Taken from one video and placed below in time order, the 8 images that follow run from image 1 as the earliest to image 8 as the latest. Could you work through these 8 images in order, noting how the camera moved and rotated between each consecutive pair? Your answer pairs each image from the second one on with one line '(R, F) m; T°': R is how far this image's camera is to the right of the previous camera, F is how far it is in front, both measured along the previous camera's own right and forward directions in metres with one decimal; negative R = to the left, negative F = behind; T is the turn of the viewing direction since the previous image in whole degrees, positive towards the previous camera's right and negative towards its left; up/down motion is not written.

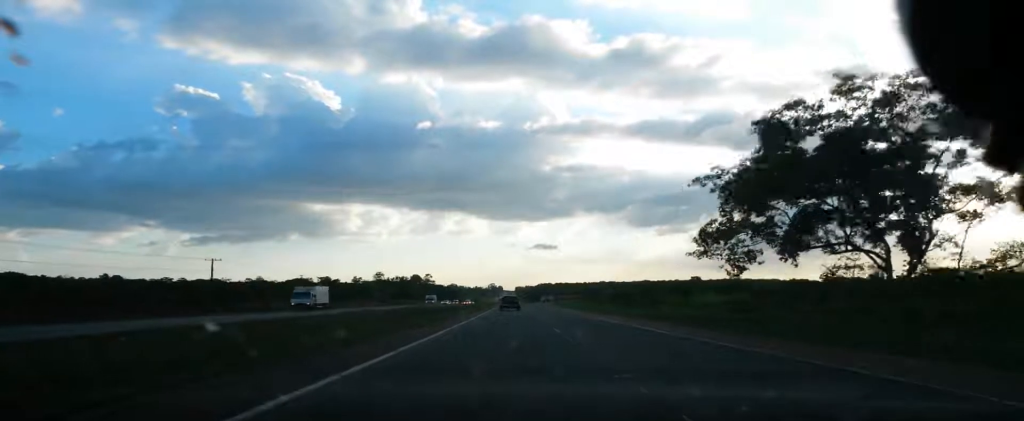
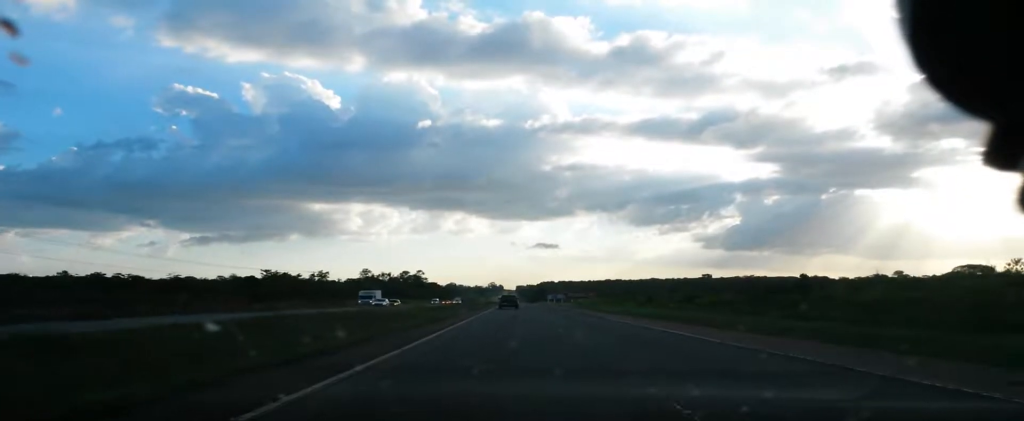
(-2.3, +52.5) m; -2°
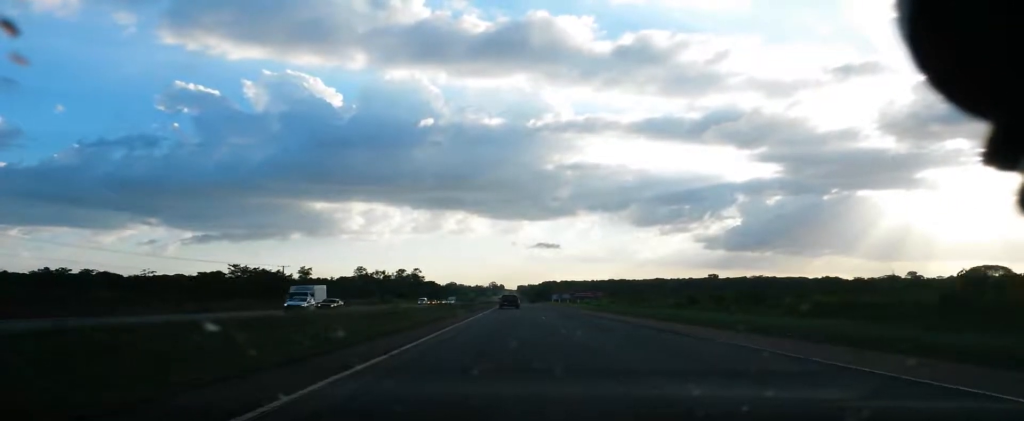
(+0.1, +20.5) m; 0°
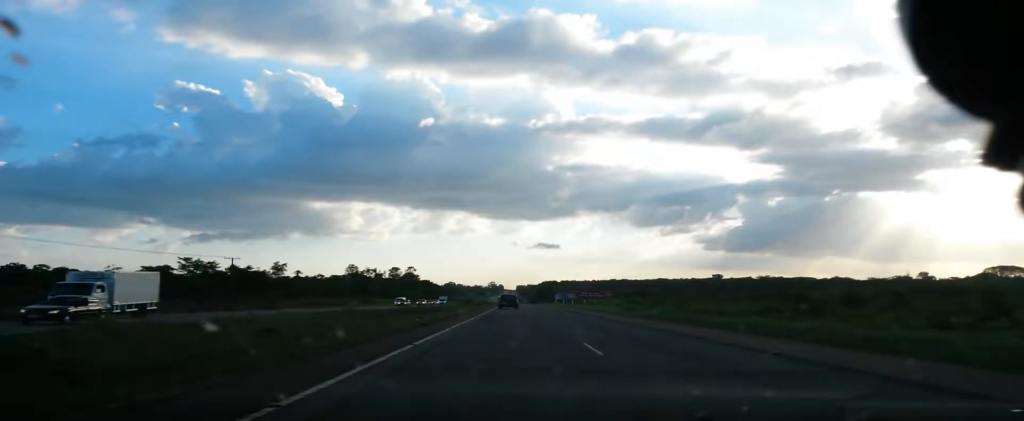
(0.0, +22.7) m; 0°
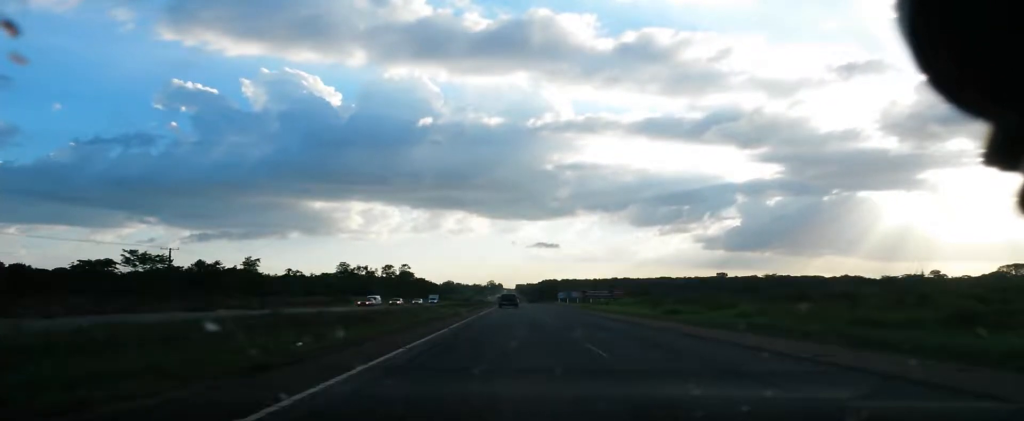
(0.0, +18.0) m; 0°
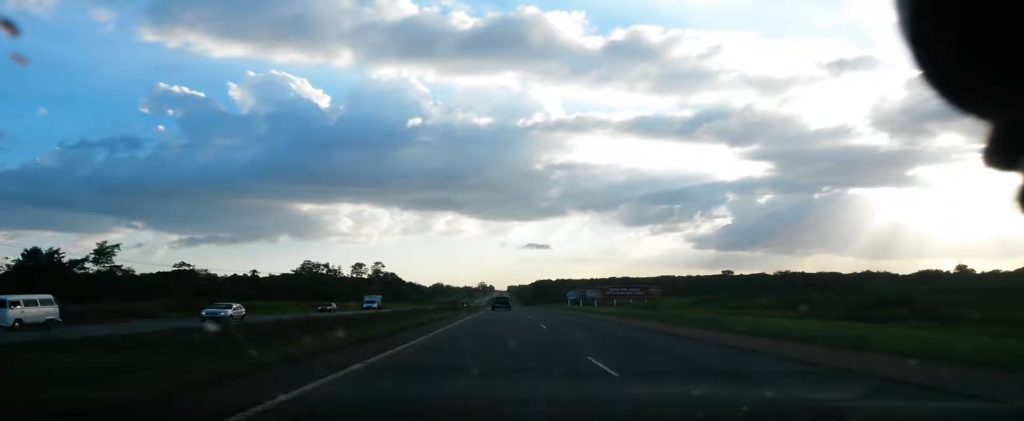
(+2.0, +54.2) m; +4°
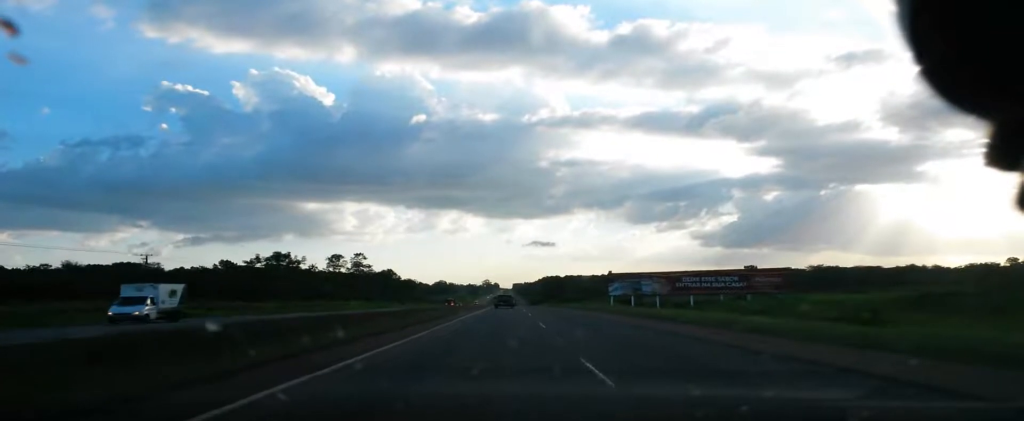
(-0.3, +53.3) m; +1°
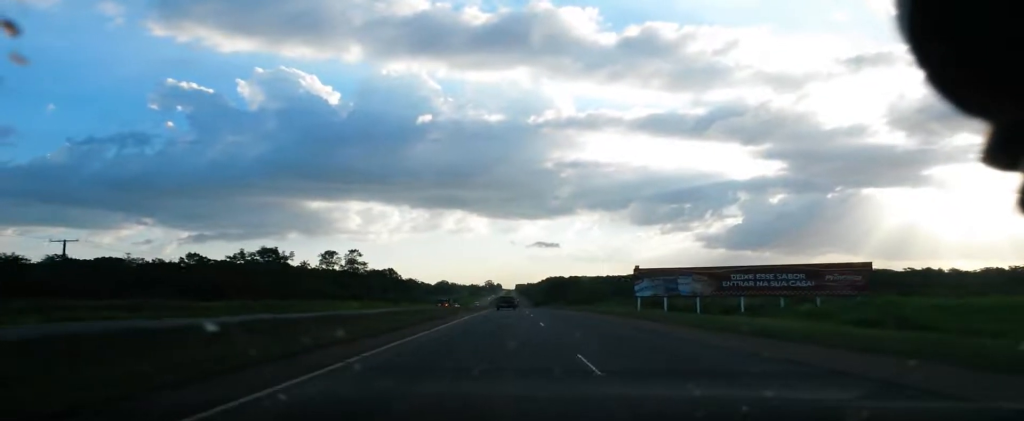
(+0.9, +16.1) m; -1°
